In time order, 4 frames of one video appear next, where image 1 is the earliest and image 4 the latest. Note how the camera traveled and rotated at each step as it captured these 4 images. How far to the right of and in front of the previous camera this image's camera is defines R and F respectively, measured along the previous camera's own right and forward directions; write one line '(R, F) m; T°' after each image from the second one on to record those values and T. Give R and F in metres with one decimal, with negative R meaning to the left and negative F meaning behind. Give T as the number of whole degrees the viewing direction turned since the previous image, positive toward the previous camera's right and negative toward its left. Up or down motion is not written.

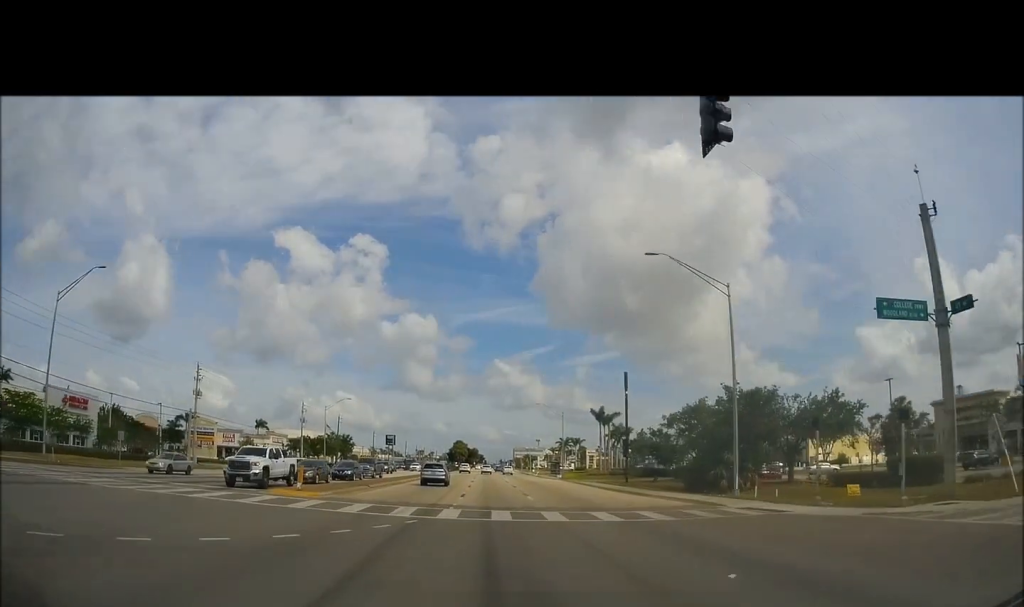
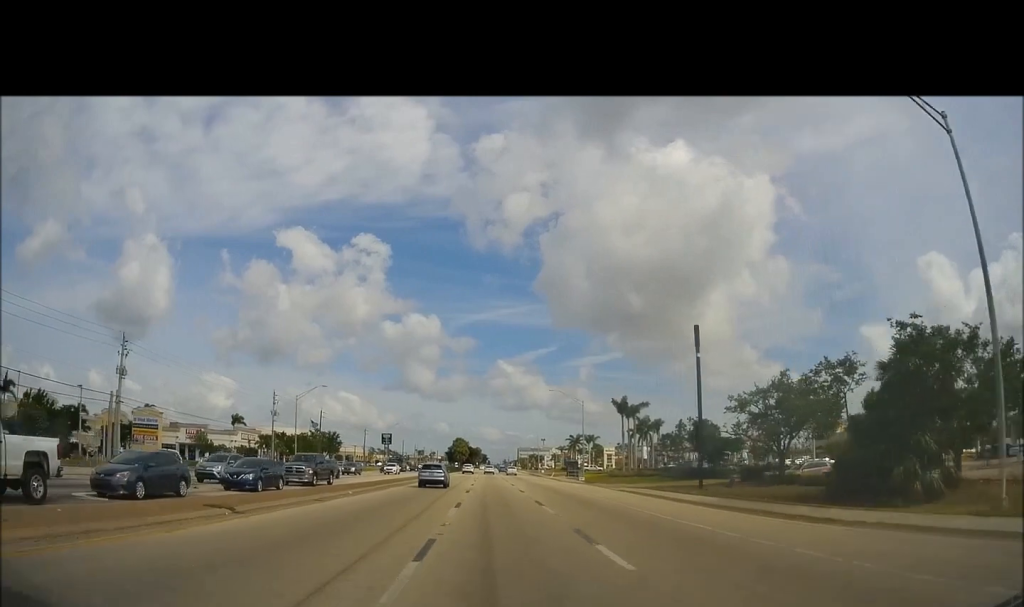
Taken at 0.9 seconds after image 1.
(0.0, +18.5) m; 0°
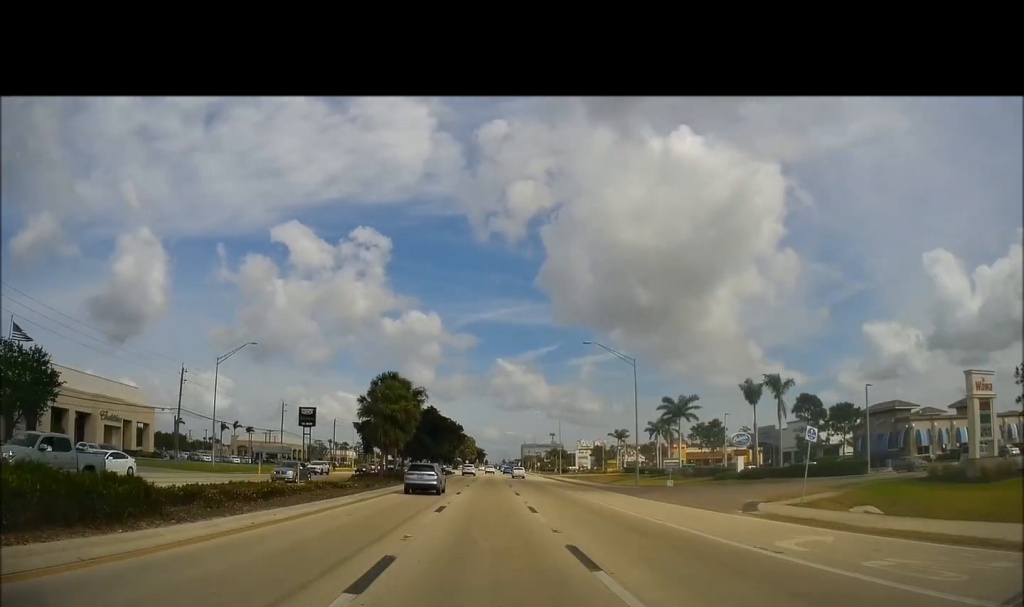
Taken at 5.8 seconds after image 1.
(-0.2, +113.9) m; +1°
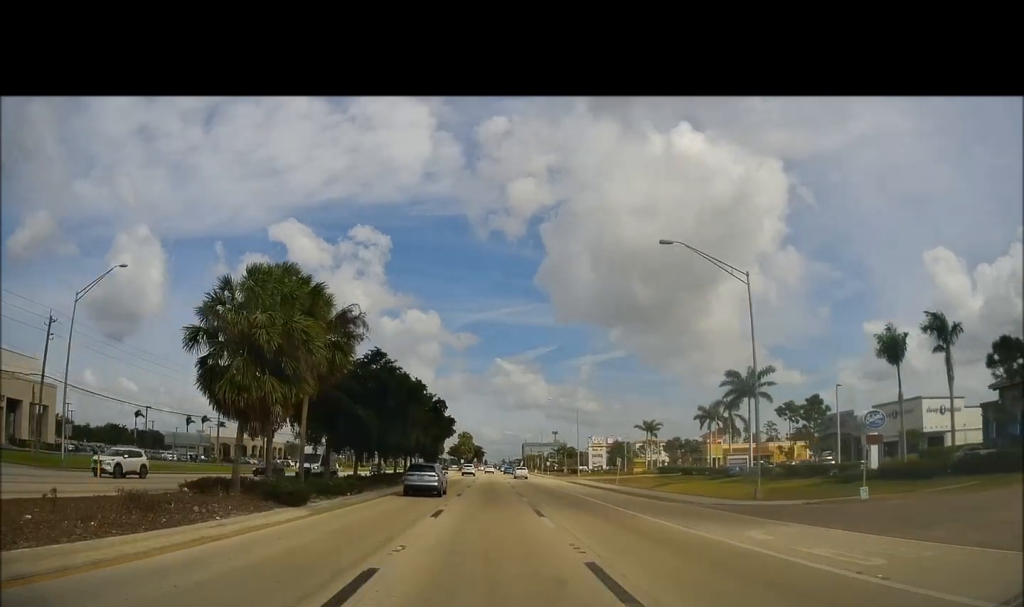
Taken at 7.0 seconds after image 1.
(+0.4, +26.9) m; 0°
